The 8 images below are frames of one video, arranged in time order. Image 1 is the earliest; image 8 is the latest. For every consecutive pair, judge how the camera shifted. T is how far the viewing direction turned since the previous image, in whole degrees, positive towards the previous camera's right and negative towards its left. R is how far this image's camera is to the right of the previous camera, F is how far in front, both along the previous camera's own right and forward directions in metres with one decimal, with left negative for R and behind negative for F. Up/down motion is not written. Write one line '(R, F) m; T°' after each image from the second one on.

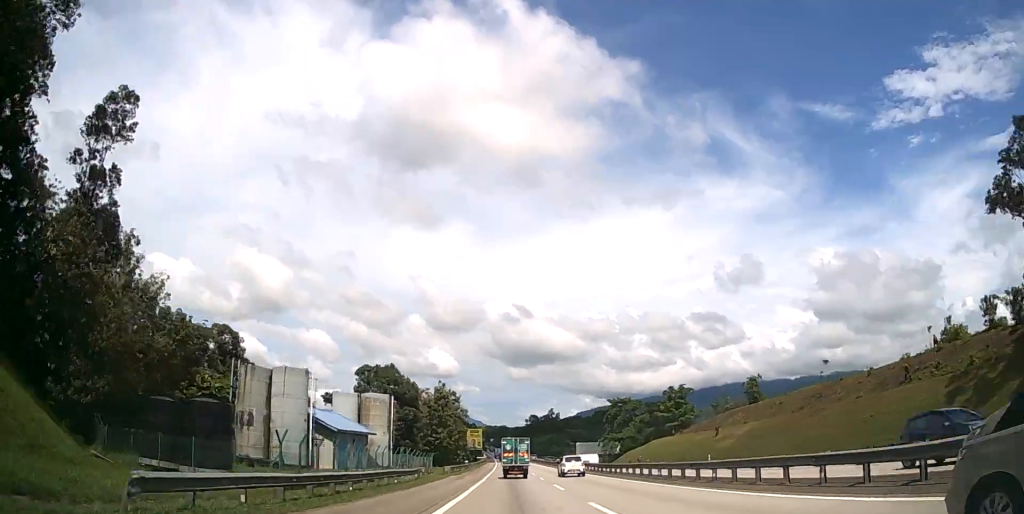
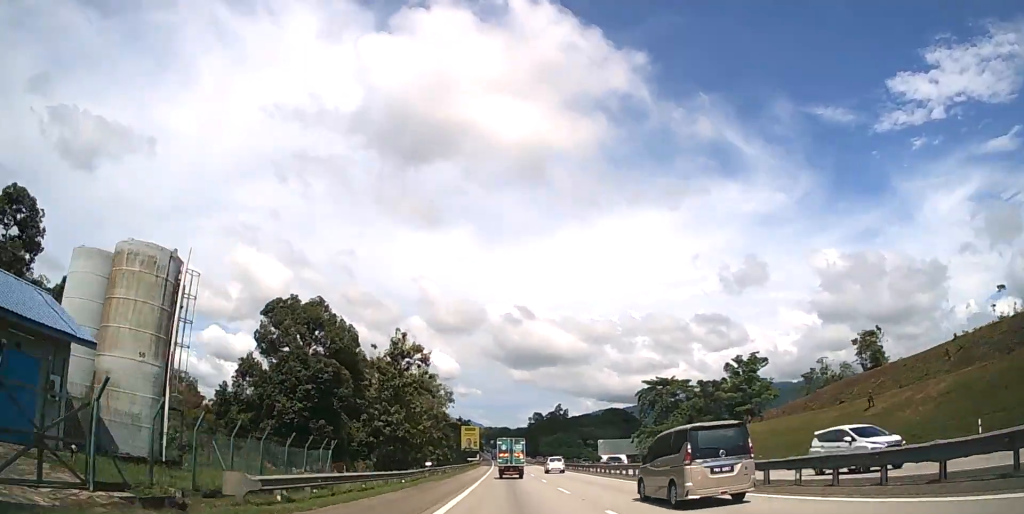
(-0.1, +39.0) m; 0°
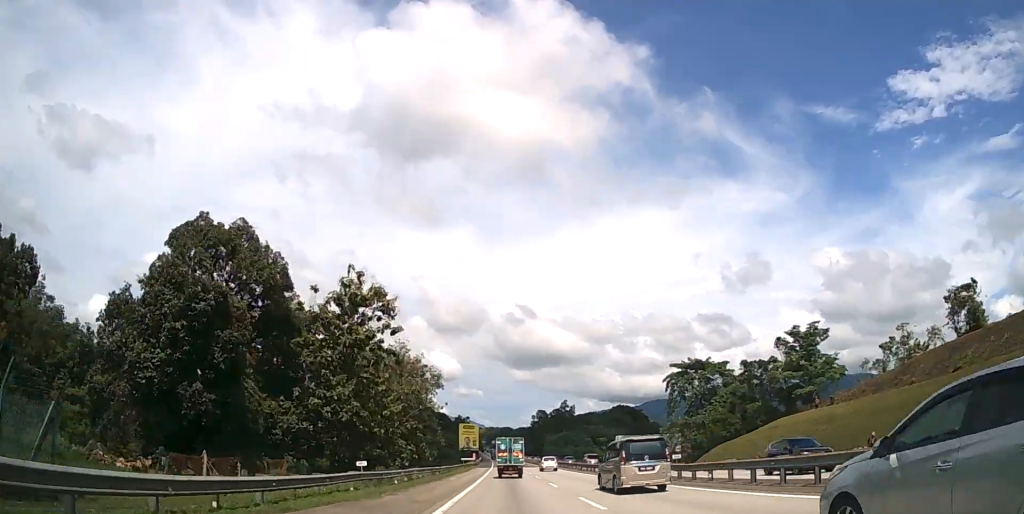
(-0.1, +19.3) m; 0°
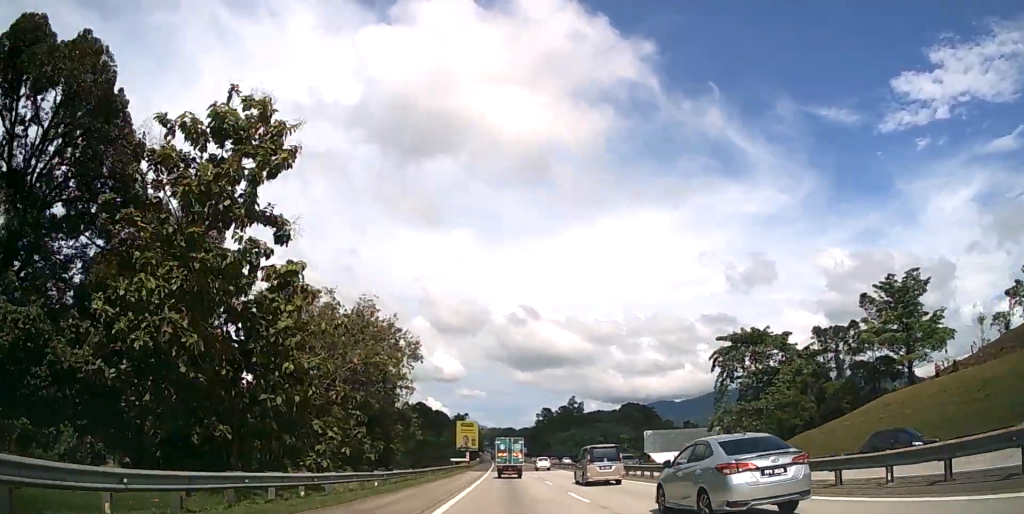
(-0.1, +21.1) m; 0°
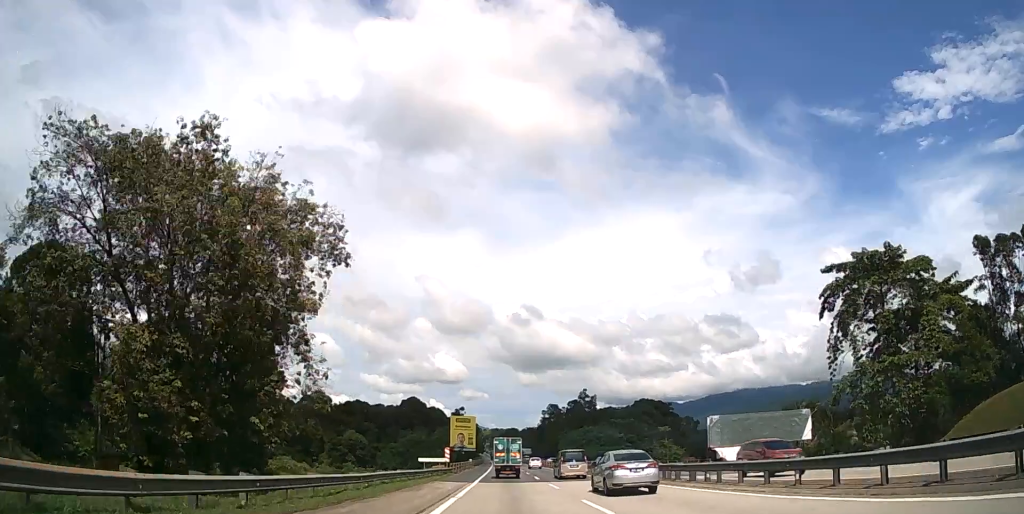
(0.0, +28.1) m; 0°
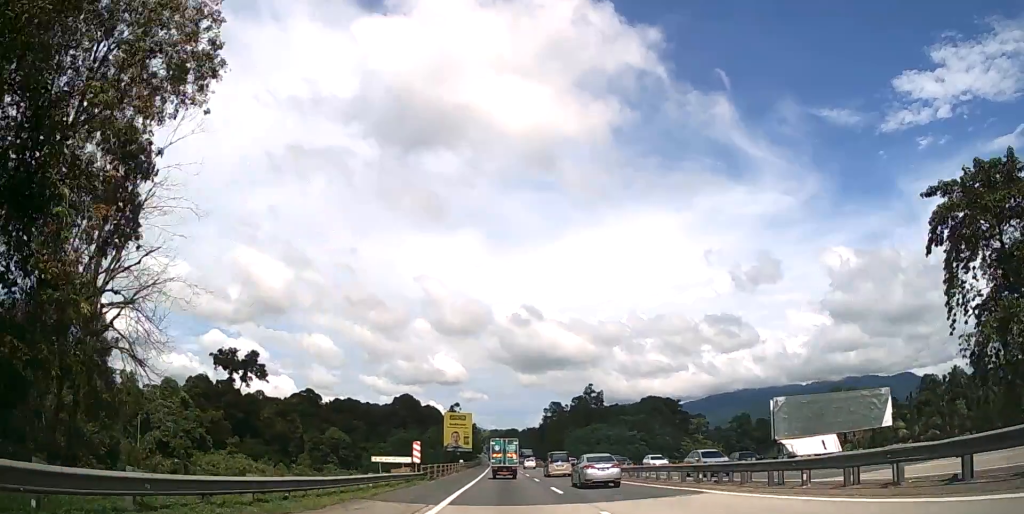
(0.0, +16.0) m; 0°
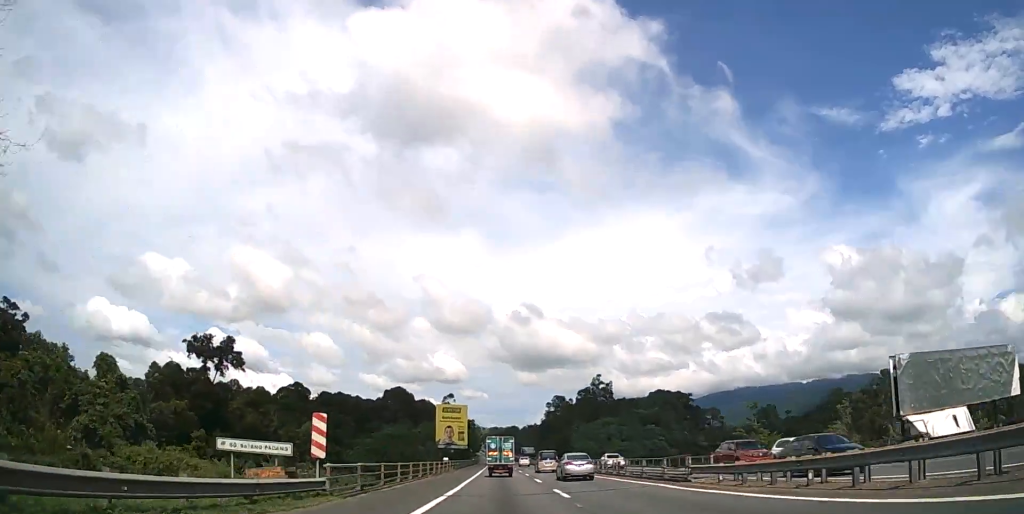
(0.0, +16.9) m; 0°
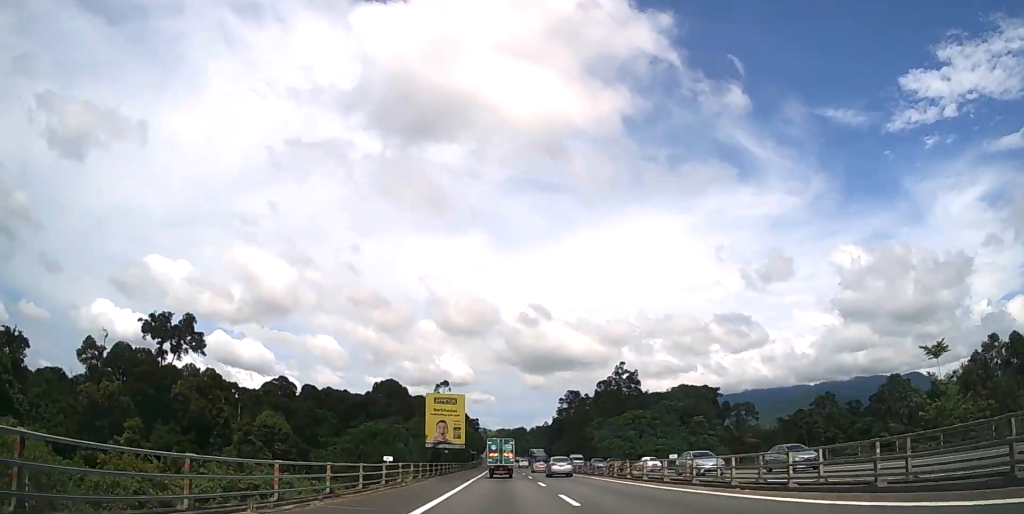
(0.0, +26.7) m; 0°
